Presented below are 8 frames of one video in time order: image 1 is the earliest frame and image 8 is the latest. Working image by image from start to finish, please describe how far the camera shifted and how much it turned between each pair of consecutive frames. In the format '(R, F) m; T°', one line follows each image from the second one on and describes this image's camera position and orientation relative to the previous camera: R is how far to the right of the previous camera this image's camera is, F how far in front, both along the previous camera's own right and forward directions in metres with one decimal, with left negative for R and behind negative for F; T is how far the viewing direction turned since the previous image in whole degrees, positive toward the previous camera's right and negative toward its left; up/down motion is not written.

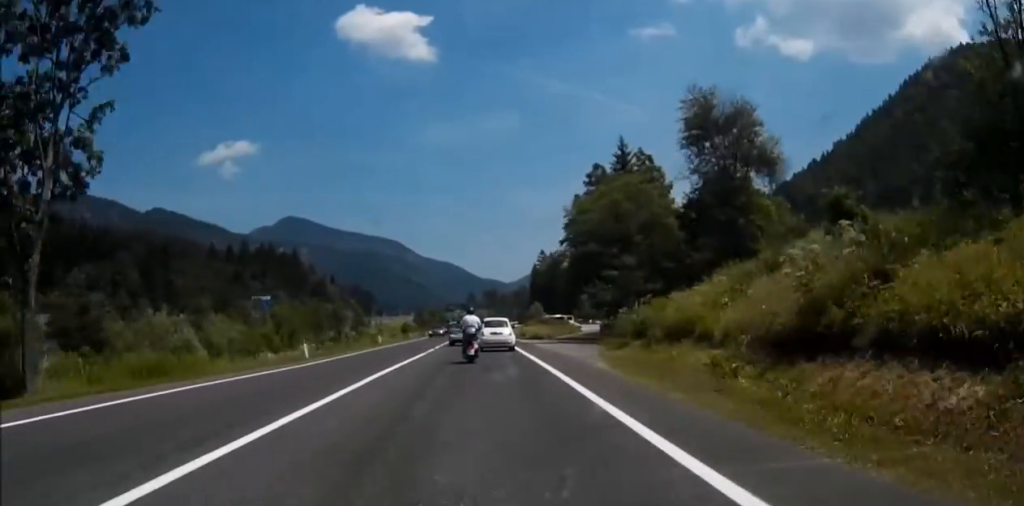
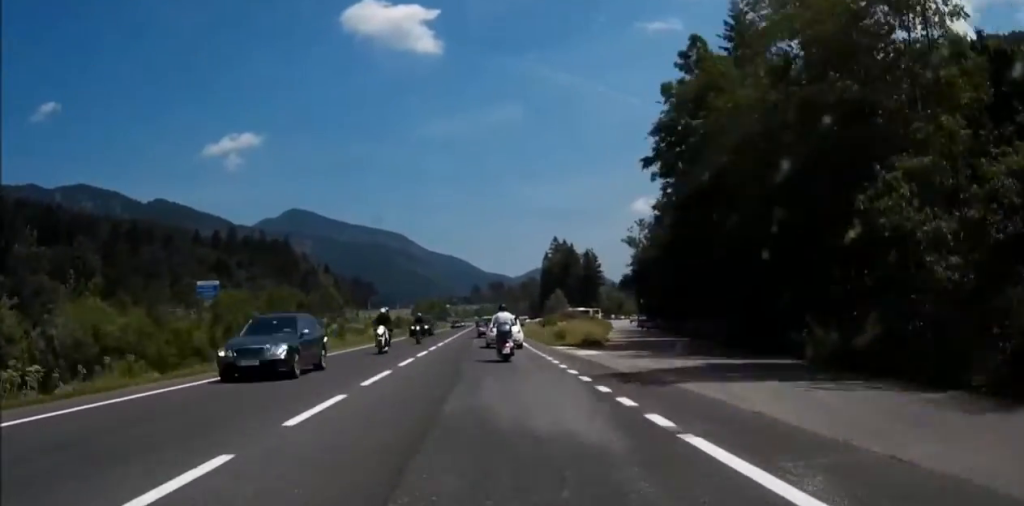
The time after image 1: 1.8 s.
(+0.1, +33.9) m; +1°
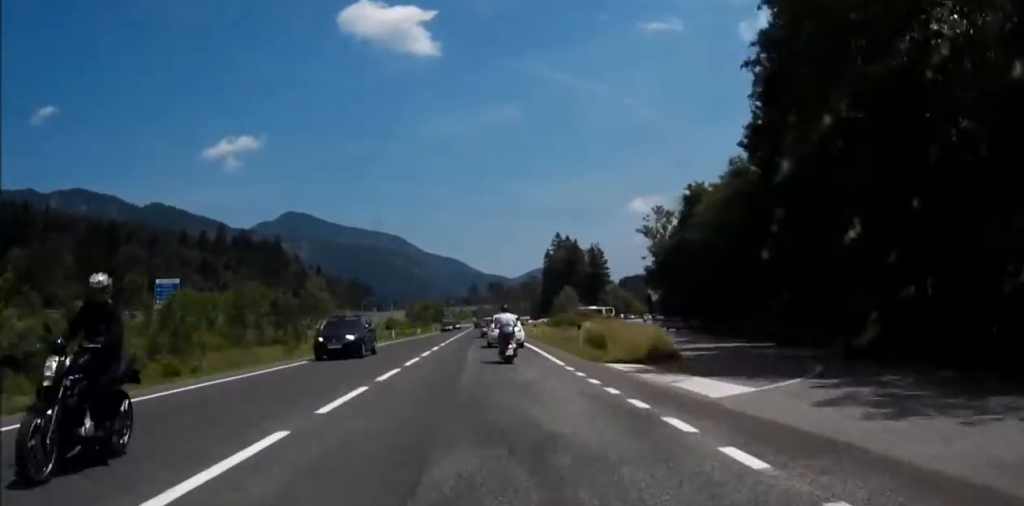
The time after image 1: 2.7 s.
(0.0, +16.6) m; 0°
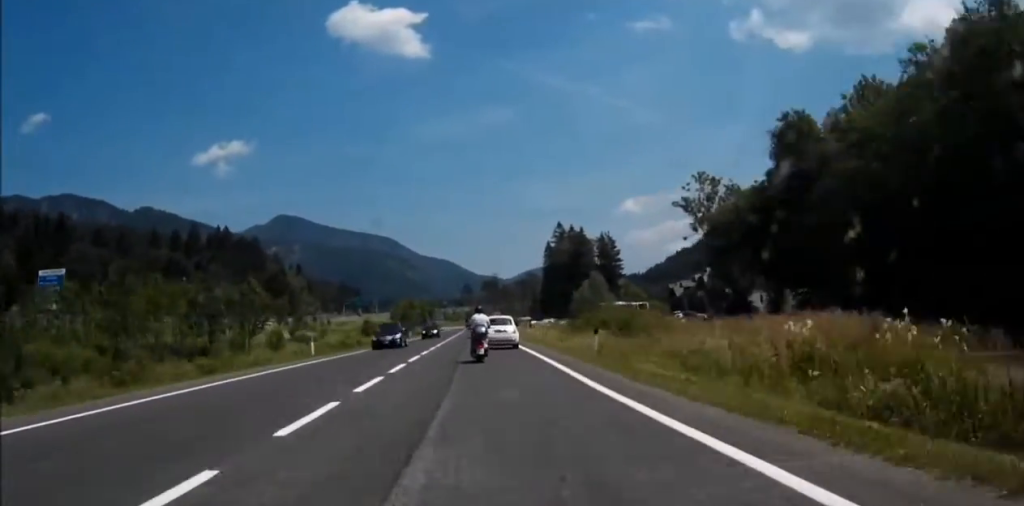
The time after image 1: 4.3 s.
(+0.3, +31.3) m; 0°
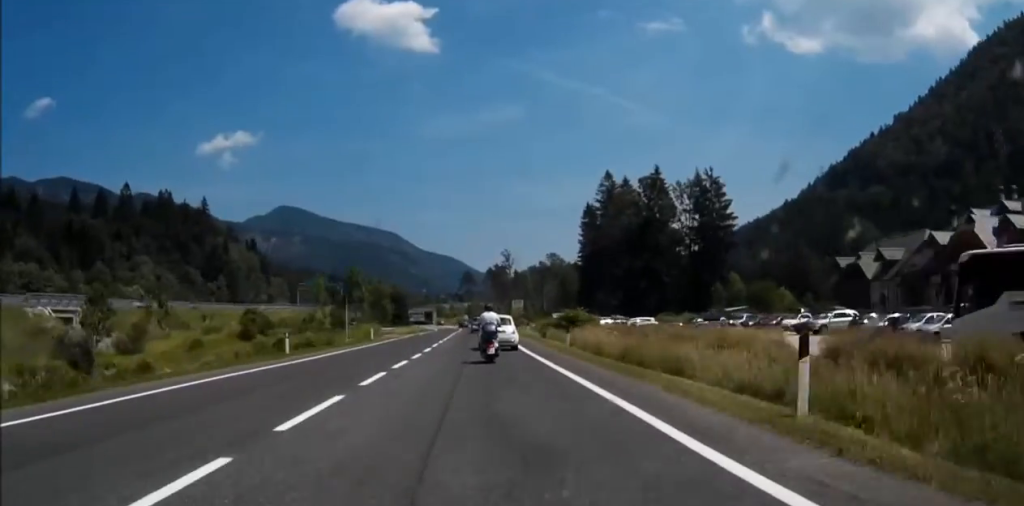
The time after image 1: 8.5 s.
(-0.3, +83.9) m; -1°
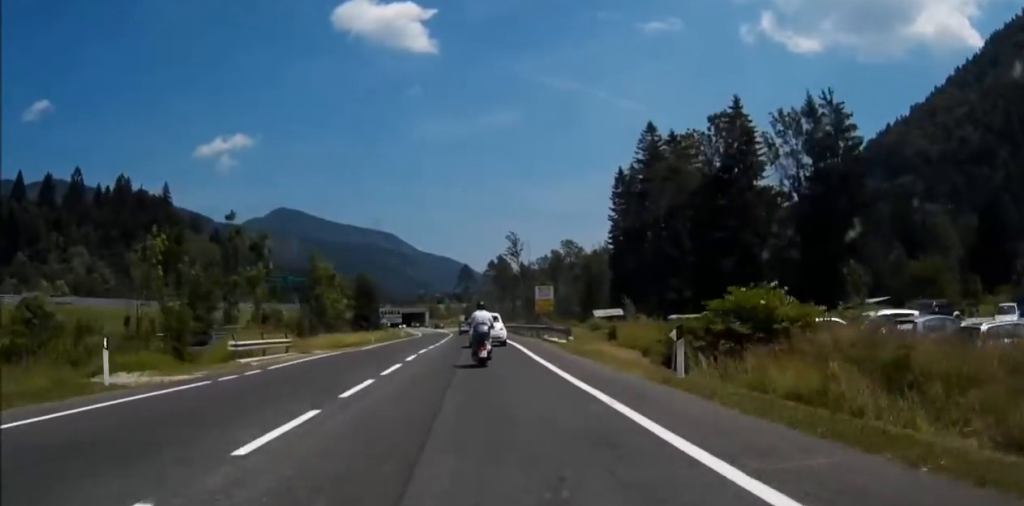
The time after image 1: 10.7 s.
(-0.1, +40.8) m; -1°
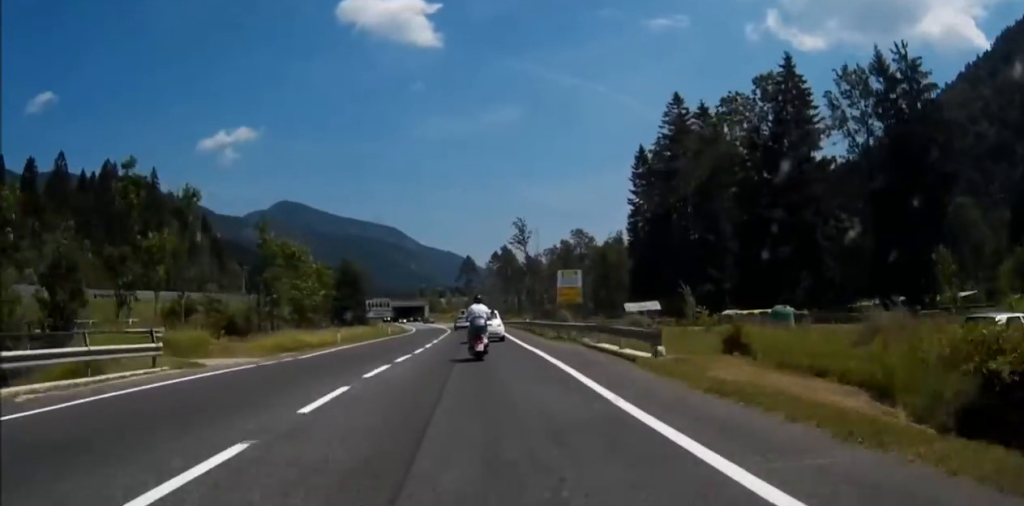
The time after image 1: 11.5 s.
(0.0, +15.0) m; 0°
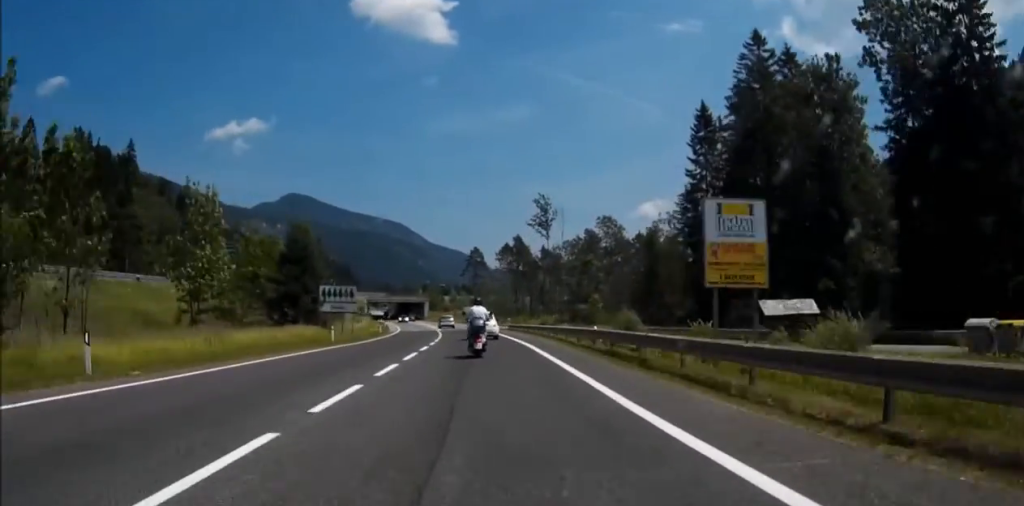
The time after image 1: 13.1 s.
(-0.2, +29.8) m; -1°
